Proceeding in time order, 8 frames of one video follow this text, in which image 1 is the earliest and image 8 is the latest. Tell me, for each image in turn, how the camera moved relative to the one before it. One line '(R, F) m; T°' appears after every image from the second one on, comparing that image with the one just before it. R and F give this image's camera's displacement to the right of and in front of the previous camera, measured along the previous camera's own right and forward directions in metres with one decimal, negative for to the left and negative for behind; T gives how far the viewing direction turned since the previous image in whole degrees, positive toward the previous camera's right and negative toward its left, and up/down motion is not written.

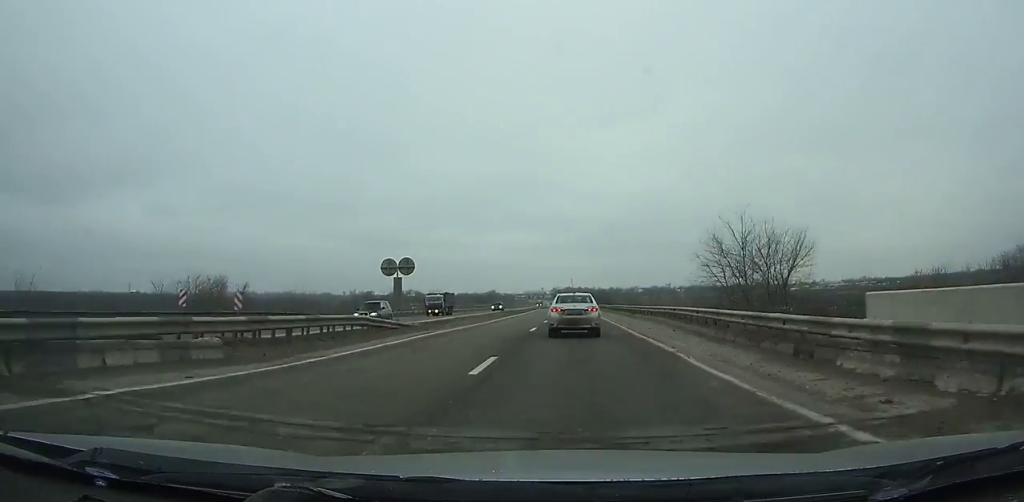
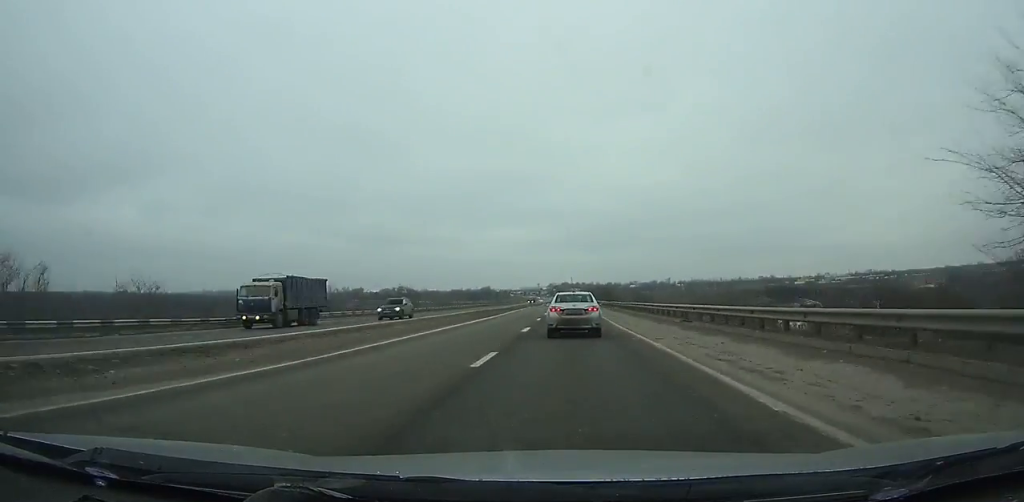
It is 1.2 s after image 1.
(-0.1, +24.2) m; 0°
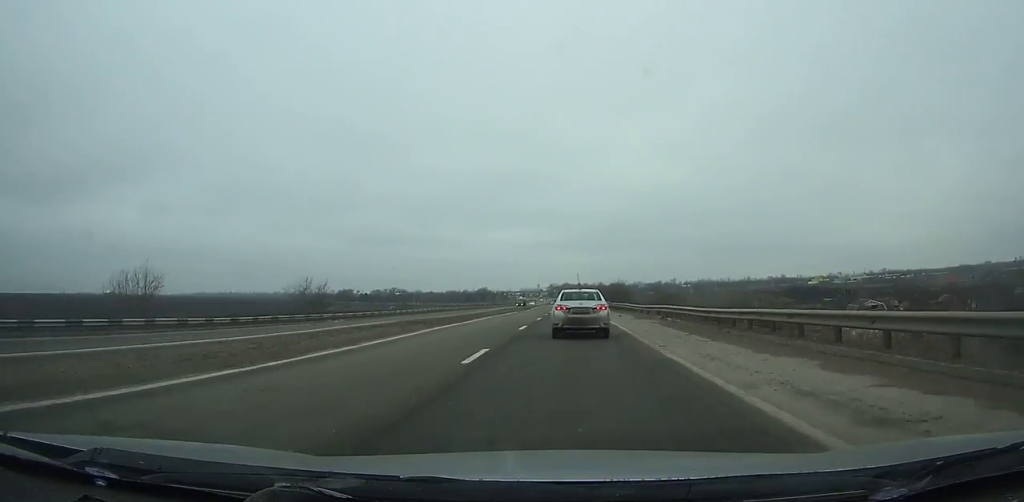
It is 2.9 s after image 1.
(-0.1, +34.0) m; 0°
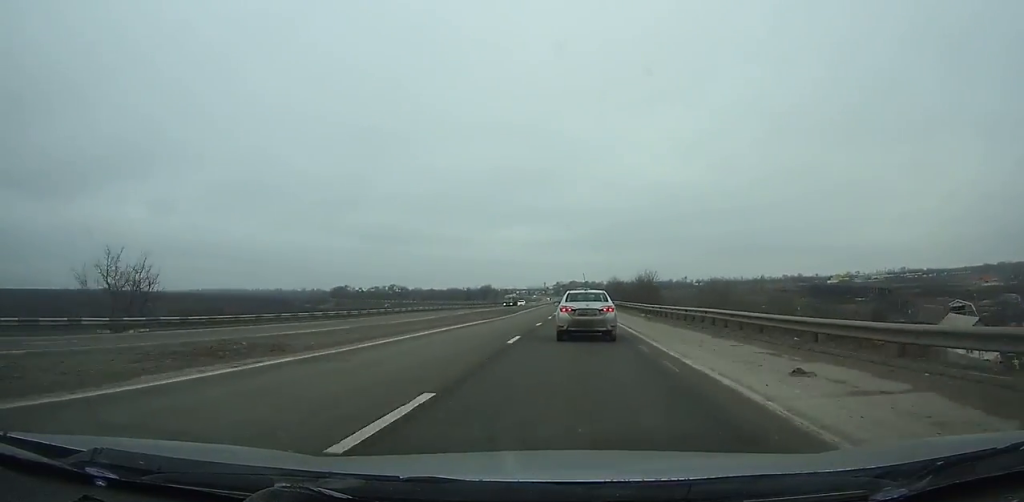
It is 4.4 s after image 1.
(-0.1, +29.4) m; 0°
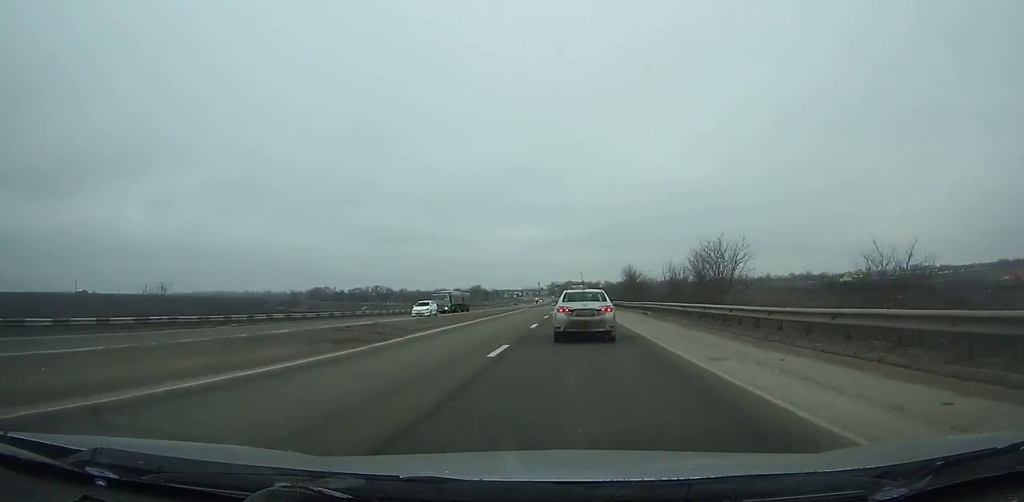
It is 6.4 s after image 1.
(-0.1, +38.8) m; 0°
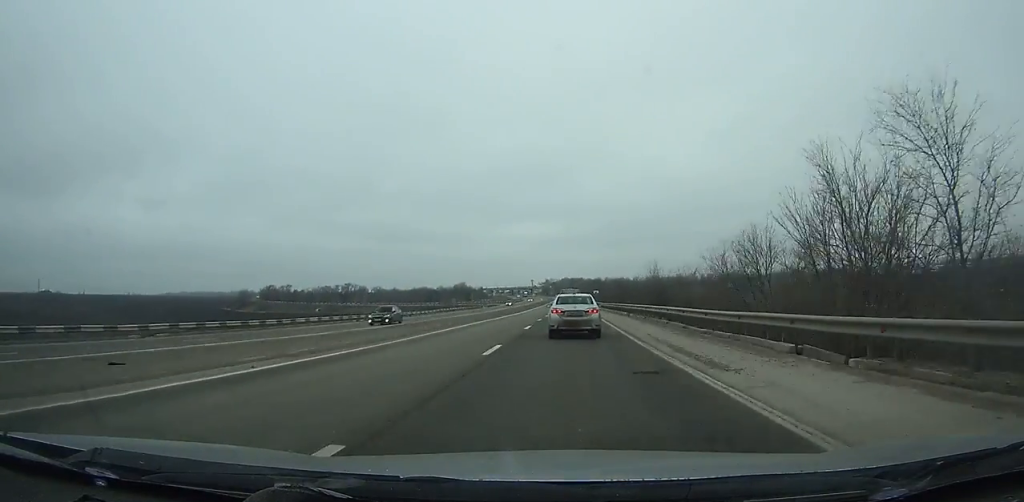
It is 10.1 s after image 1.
(+0.3, +70.6) m; 0°
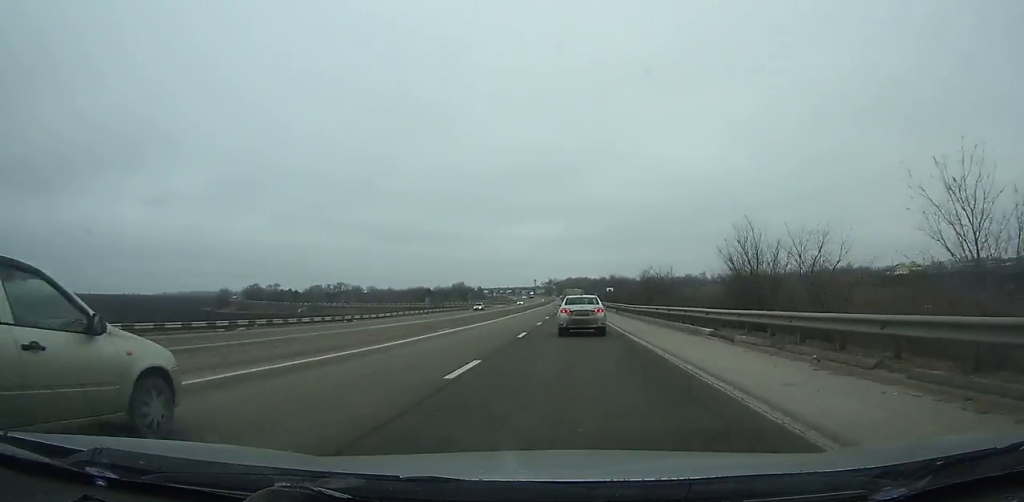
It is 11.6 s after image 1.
(0.0, +28.5) m; 0°
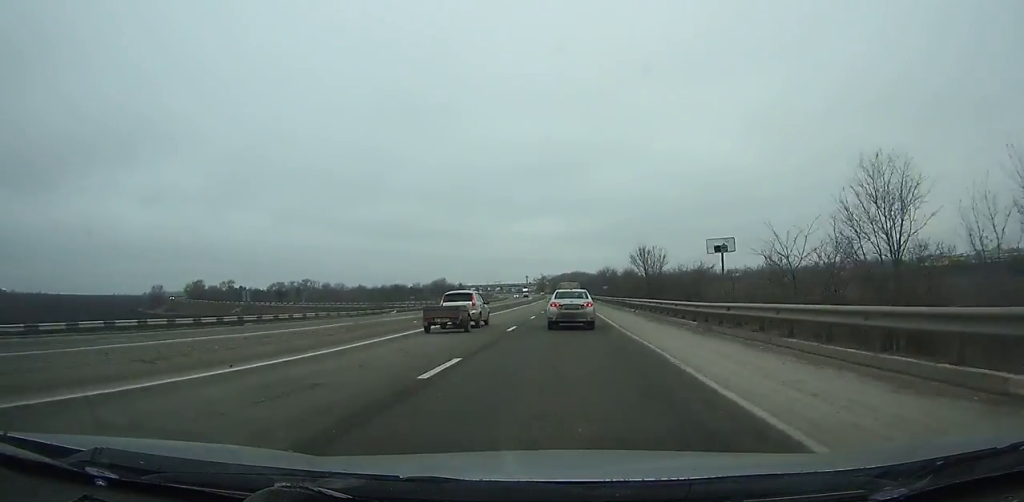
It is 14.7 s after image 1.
(+0.1, +59.0) m; 0°
